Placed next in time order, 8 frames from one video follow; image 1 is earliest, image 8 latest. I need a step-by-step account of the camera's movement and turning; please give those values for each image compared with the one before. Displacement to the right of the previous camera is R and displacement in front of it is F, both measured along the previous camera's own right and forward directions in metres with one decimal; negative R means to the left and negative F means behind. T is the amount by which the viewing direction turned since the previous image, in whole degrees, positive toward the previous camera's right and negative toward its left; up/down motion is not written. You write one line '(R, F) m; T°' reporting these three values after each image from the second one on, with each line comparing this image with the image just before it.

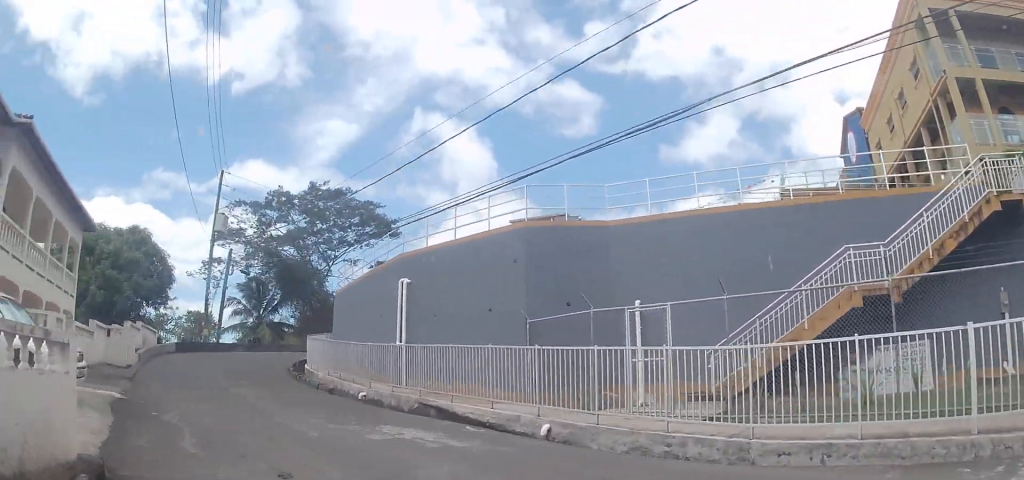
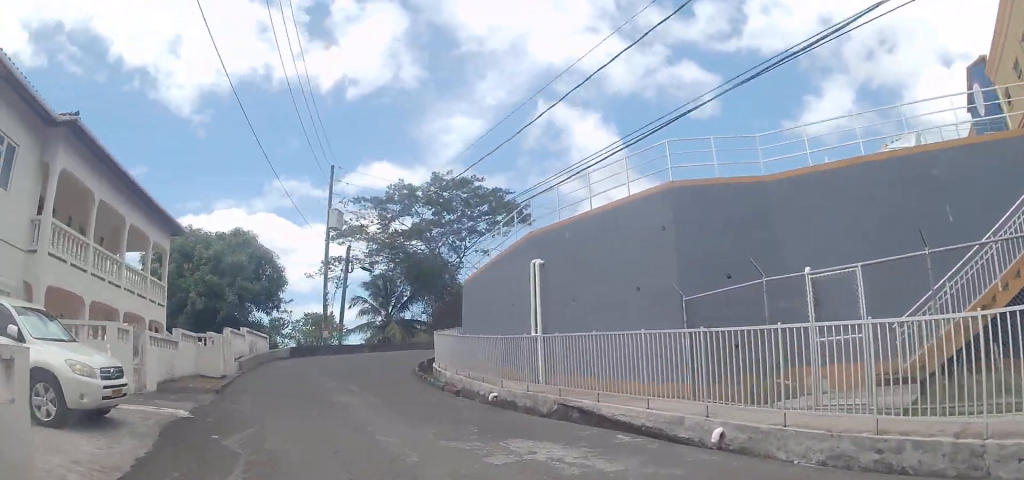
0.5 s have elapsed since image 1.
(-0.1, +2.8) m; -7°
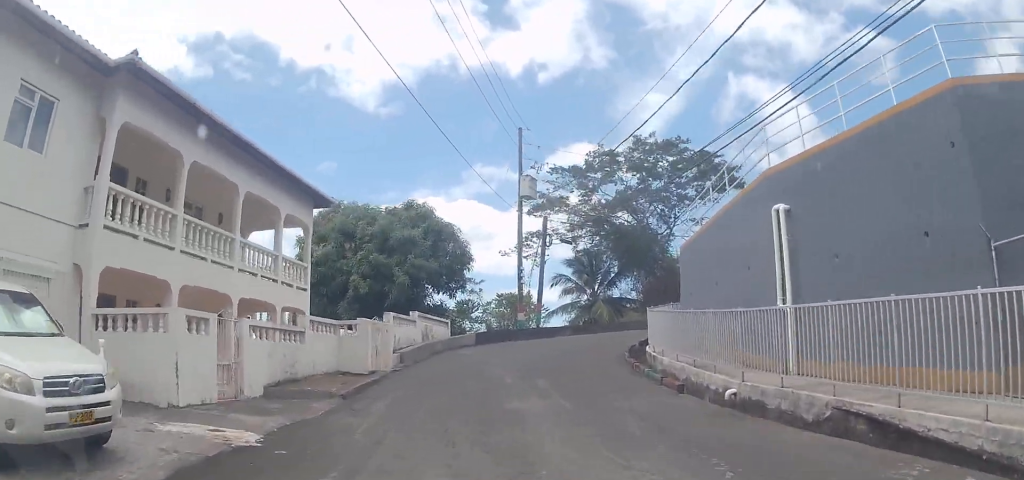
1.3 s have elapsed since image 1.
(-0.6, +4.9) m; -13°
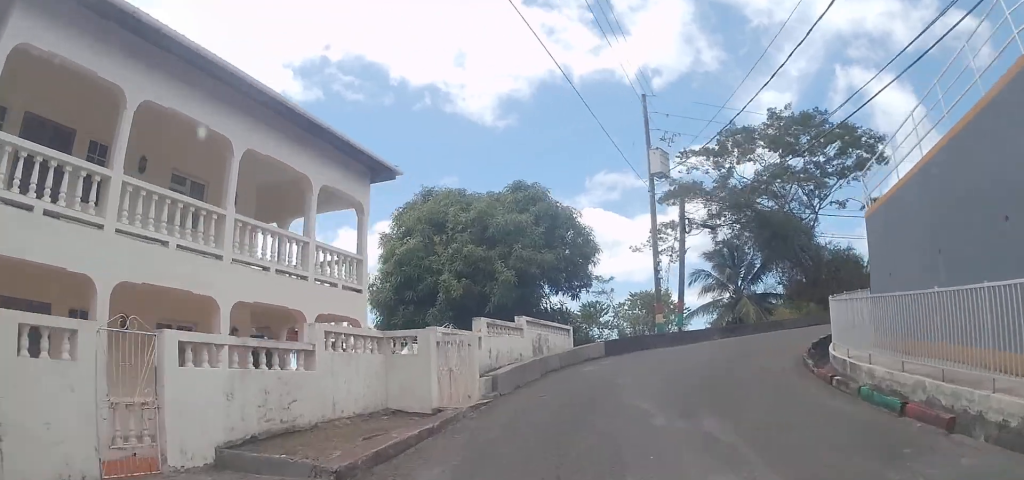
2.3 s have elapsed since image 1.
(-0.9, +5.8) m; -16°
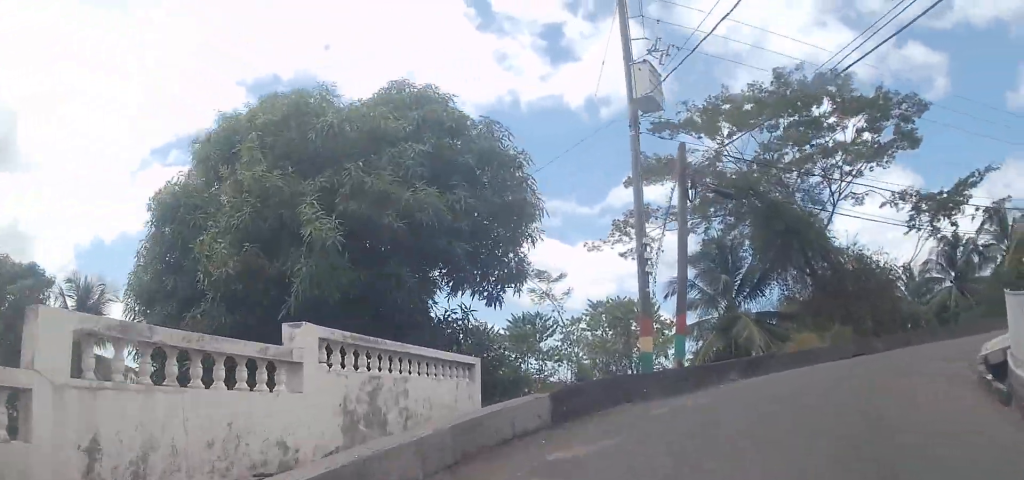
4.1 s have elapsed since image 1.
(-1.9, +10.1) m; -9°
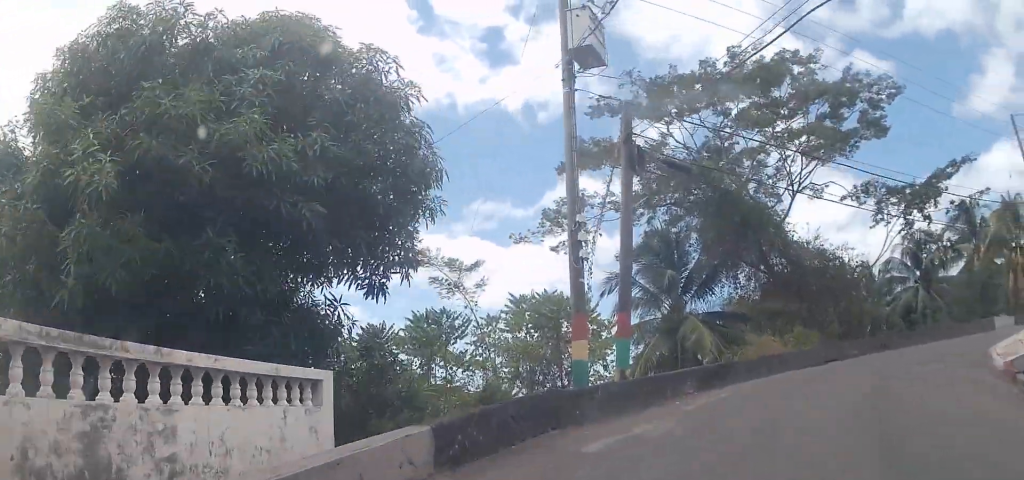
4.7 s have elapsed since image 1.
(-0.1, +3.0) m; +8°
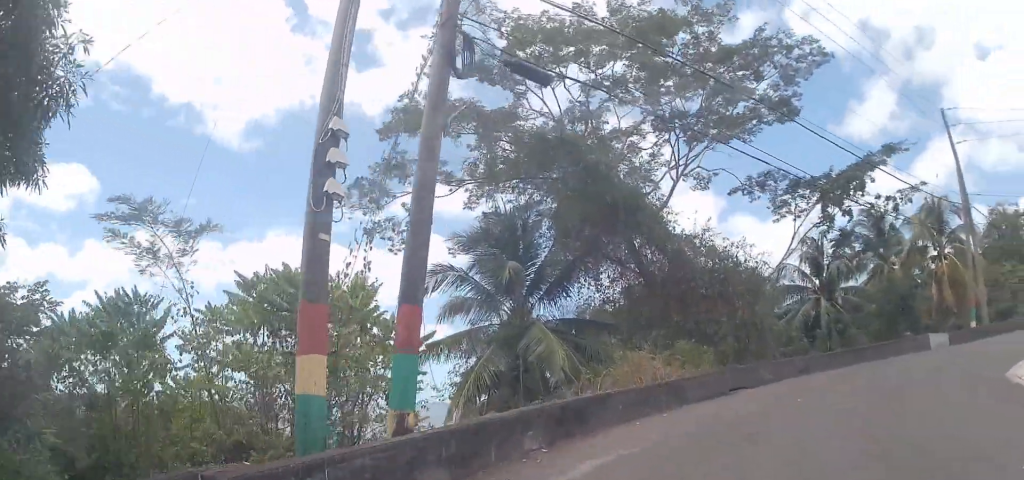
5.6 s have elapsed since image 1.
(+1.0, +5.1) m; +20°
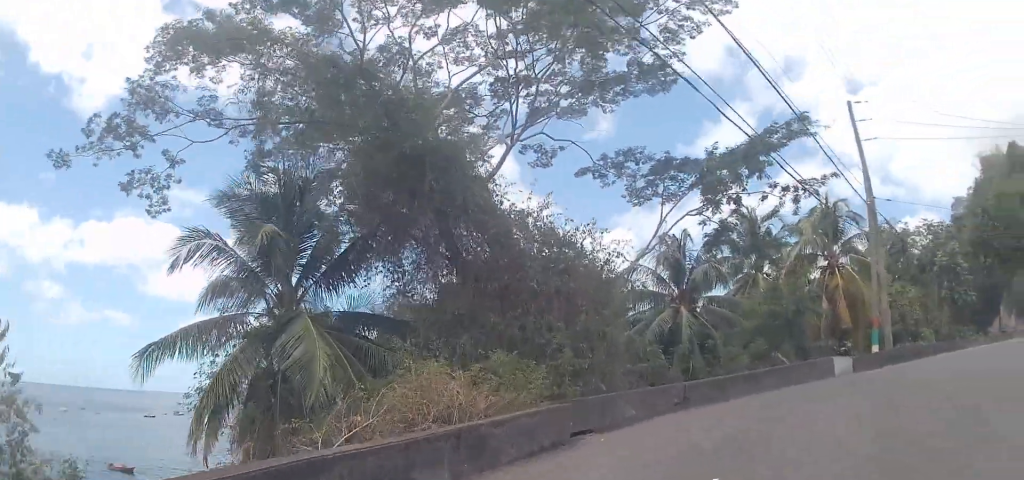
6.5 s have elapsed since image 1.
(+0.7, +4.7) m; +14°
